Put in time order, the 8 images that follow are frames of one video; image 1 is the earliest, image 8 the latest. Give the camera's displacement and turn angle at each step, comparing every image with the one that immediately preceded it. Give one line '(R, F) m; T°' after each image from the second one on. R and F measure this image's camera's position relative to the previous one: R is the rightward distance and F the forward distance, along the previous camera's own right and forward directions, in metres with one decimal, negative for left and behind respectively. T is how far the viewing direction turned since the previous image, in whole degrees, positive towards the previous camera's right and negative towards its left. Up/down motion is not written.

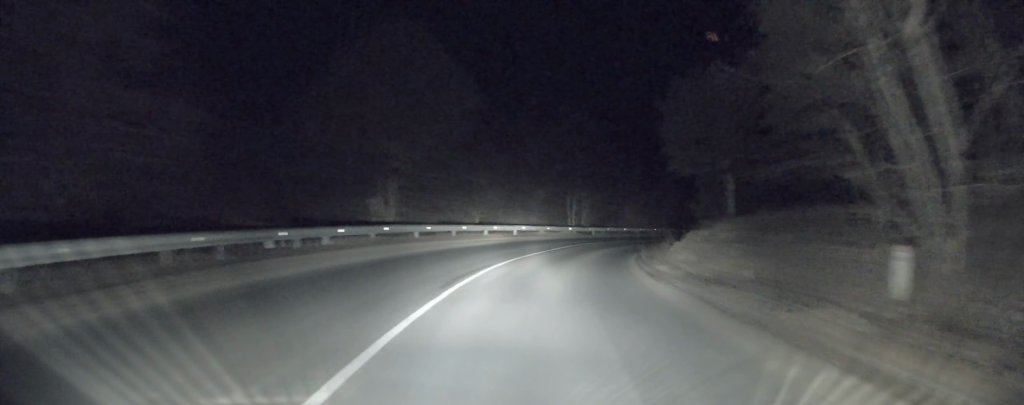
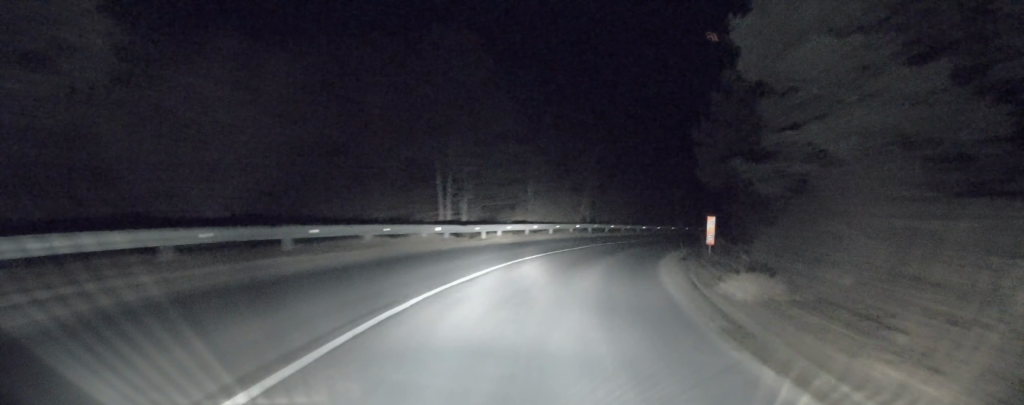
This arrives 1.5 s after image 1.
(+0.8, +23.8) m; +7°
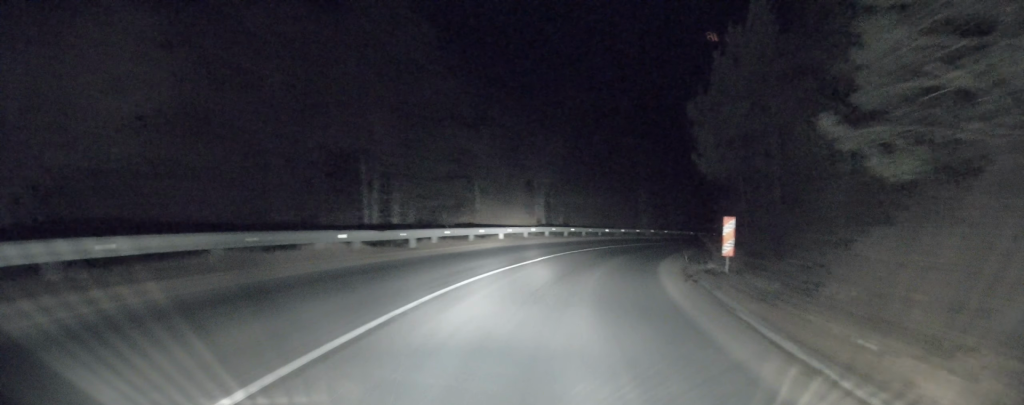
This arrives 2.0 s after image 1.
(+0.5, +6.7) m; +4°
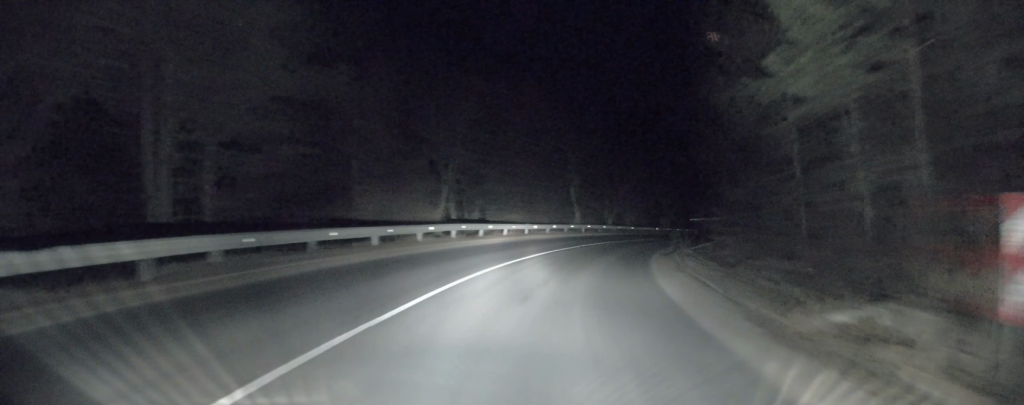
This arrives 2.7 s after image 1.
(+0.6, +11.9) m; +6°
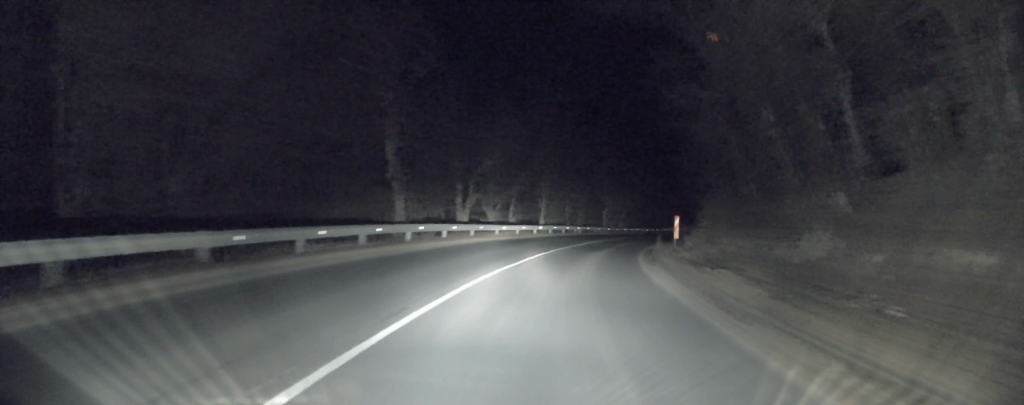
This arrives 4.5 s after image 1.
(+2.6, +27.3) m; +9°
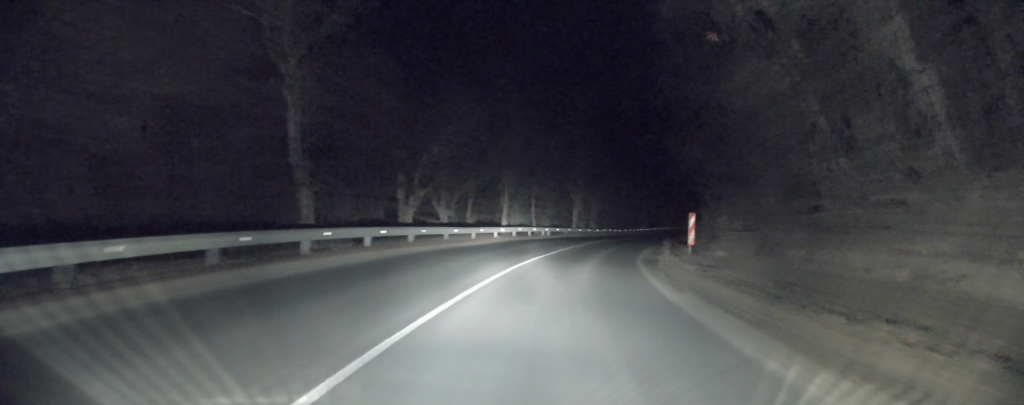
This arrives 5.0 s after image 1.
(+0.1, +7.5) m; +3°
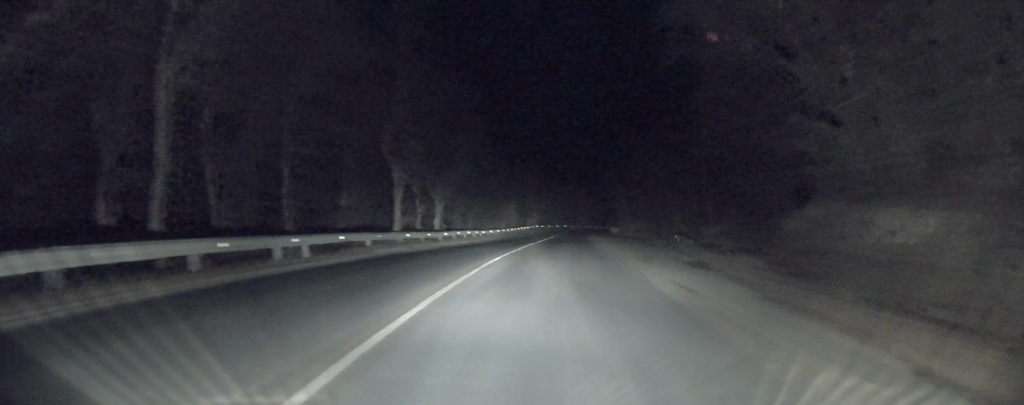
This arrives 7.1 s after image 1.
(+3.7, +30.6) m; +13°
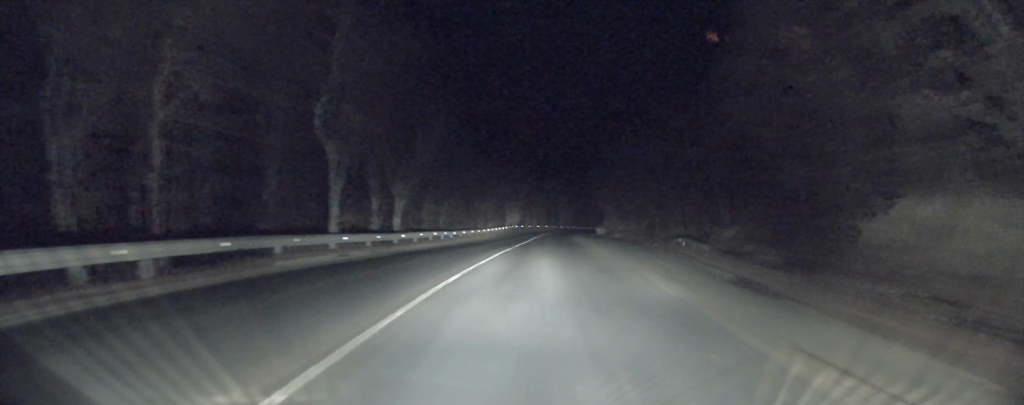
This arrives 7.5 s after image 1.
(0.0, +7.0) m; +2°
